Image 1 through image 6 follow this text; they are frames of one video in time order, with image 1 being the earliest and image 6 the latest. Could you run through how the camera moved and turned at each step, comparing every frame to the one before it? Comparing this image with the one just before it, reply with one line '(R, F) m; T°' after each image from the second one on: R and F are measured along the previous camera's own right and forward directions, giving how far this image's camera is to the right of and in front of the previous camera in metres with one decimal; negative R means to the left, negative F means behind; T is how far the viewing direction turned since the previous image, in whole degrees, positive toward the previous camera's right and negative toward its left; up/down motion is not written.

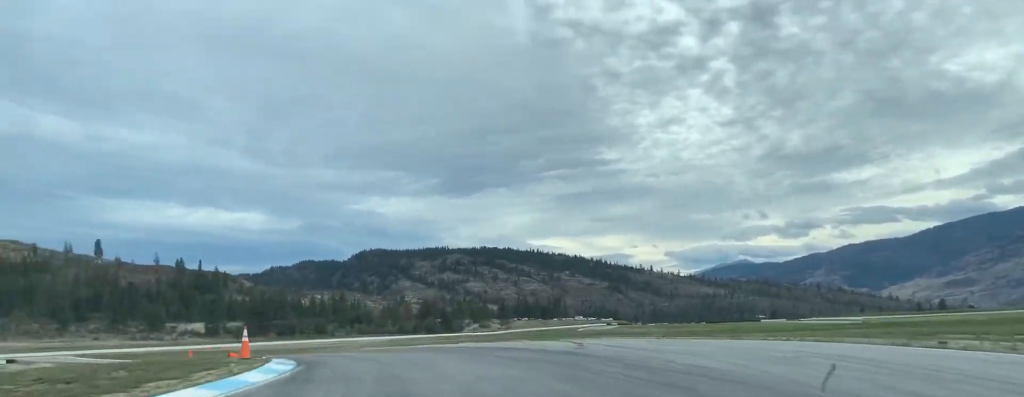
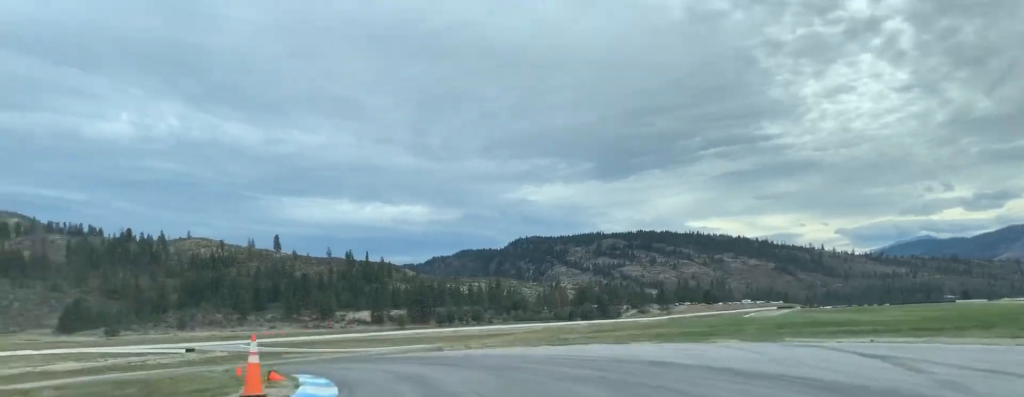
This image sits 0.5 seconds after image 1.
(-0.8, +12.0) m; -13°
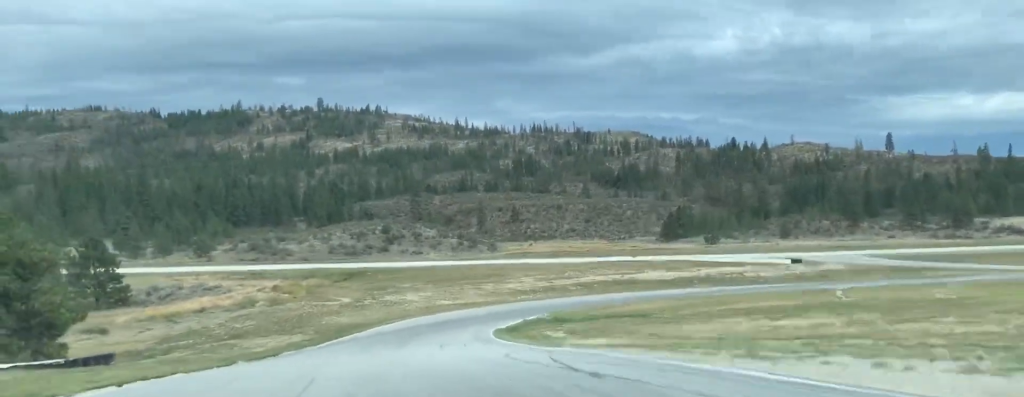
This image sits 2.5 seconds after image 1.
(-21.8, +44.8) m; -45°
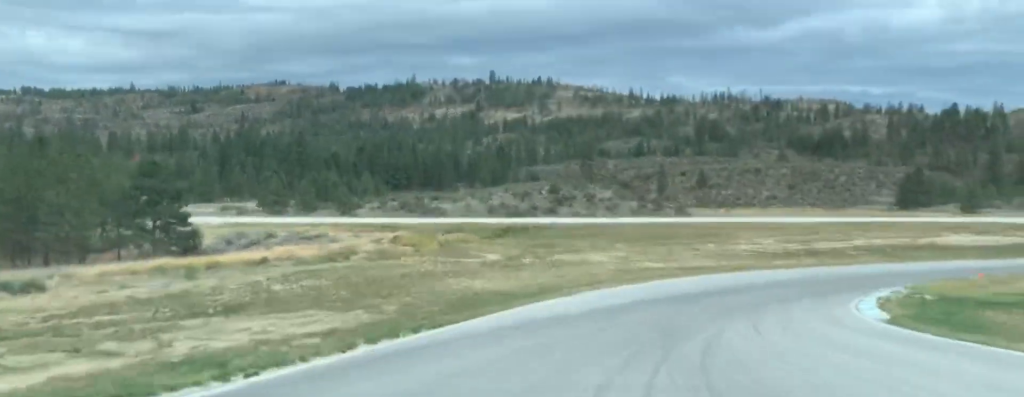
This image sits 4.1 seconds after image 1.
(-4.4, +42.0) m; -1°
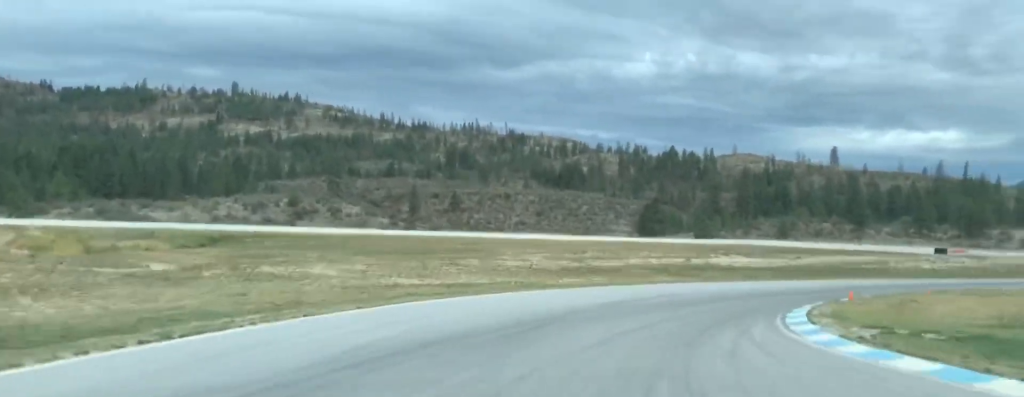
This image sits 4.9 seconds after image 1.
(+1.5, +22.9) m; +12°
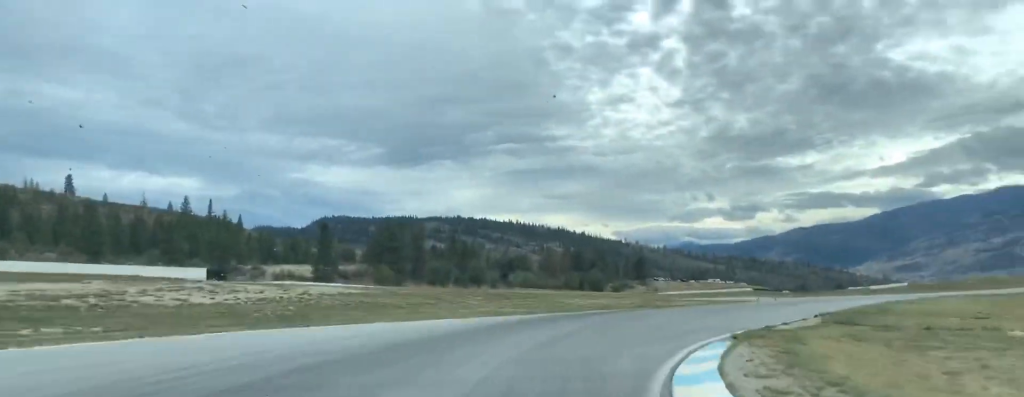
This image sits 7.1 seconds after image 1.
(+20.6, +50.0) m; +47°
